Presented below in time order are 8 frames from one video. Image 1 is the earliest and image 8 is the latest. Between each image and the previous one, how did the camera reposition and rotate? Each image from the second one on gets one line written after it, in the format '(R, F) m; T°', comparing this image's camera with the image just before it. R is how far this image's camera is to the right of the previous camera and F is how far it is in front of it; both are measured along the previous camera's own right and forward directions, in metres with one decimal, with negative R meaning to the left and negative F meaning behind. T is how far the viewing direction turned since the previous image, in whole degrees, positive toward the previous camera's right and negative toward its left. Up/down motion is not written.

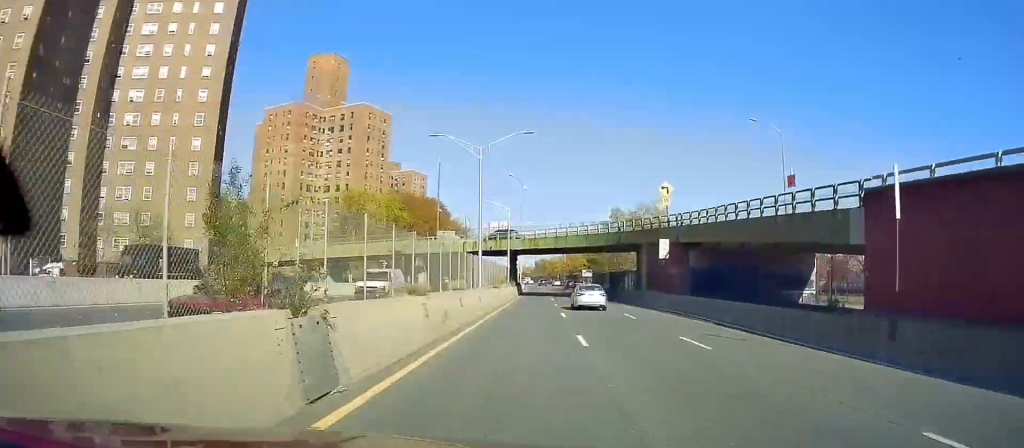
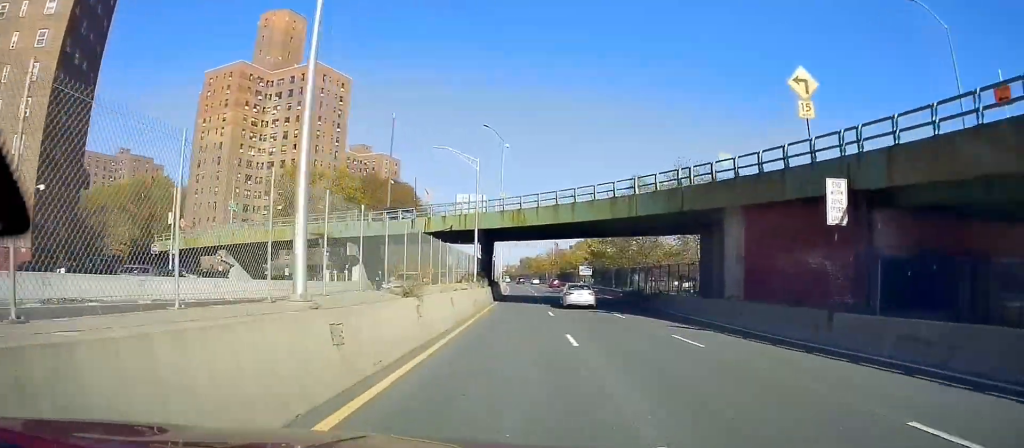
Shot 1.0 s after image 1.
(+0.4, +23.9) m; +2°
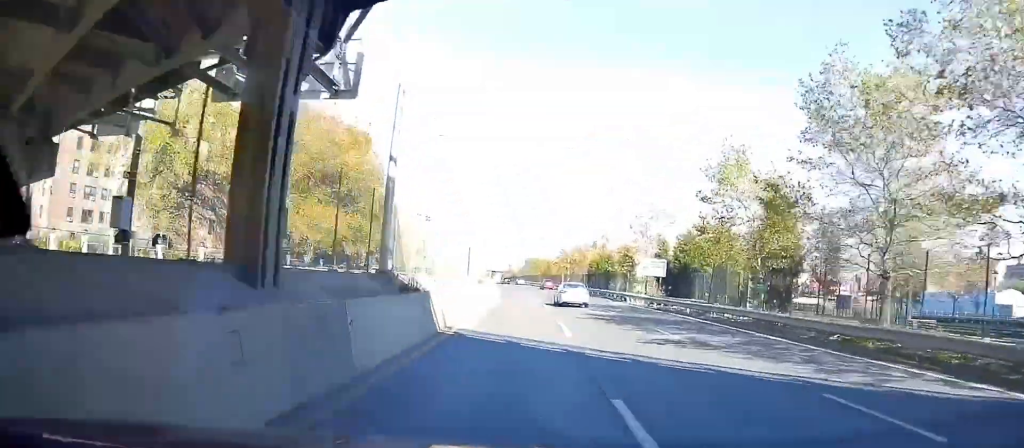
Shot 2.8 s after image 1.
(+1.1, +46.4) m; +1°
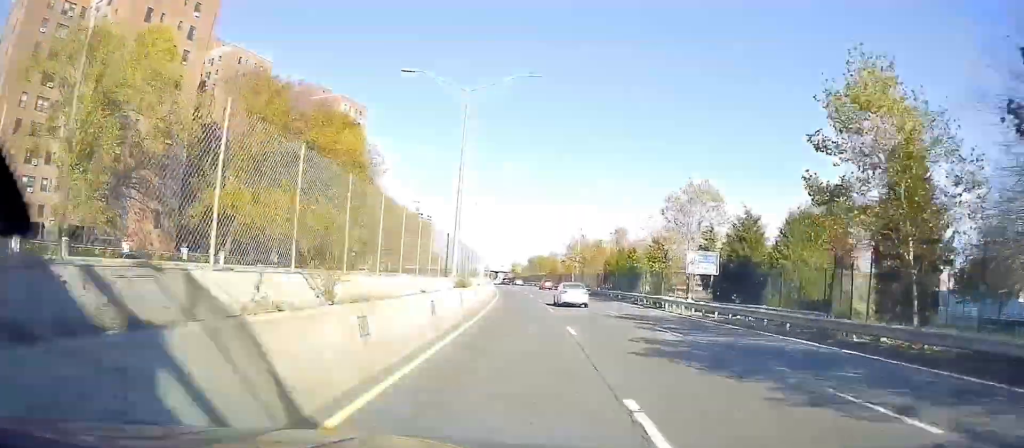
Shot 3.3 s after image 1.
(0.0, +11.9) m; -1°
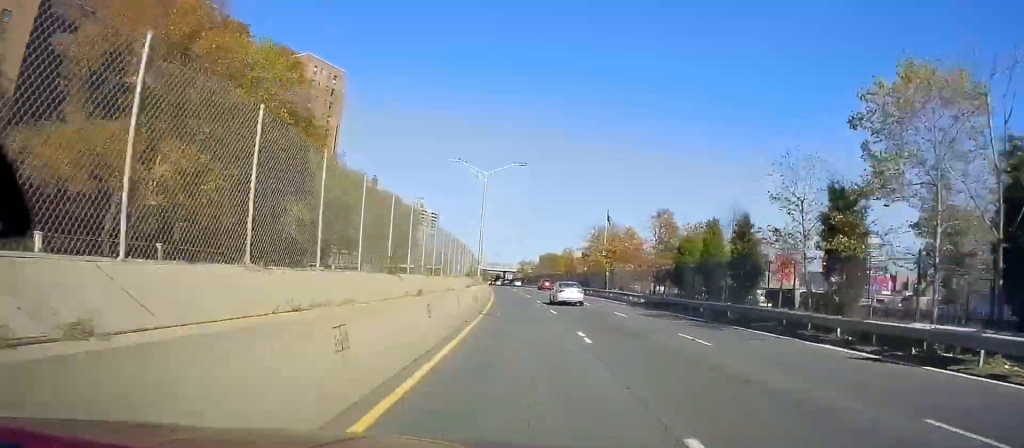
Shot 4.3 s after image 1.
(-0.4, +26.5) m; -1°
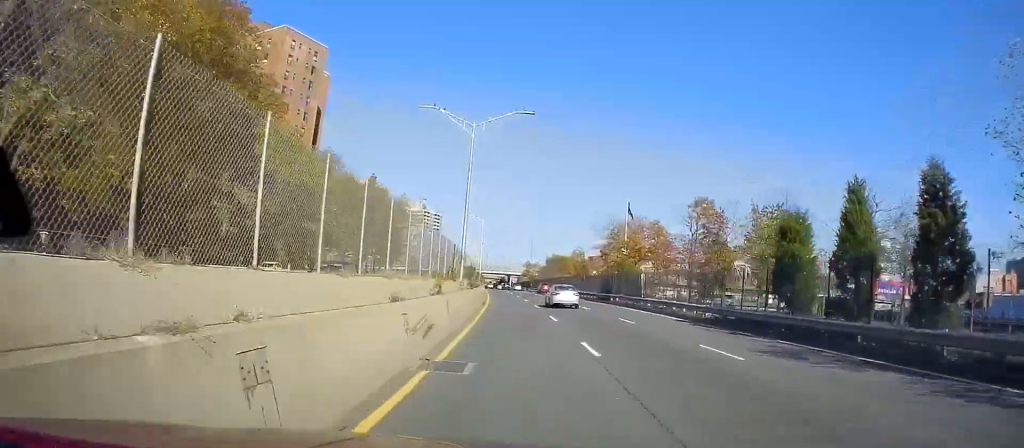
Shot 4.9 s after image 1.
(0.0, +14.5) m; -1°
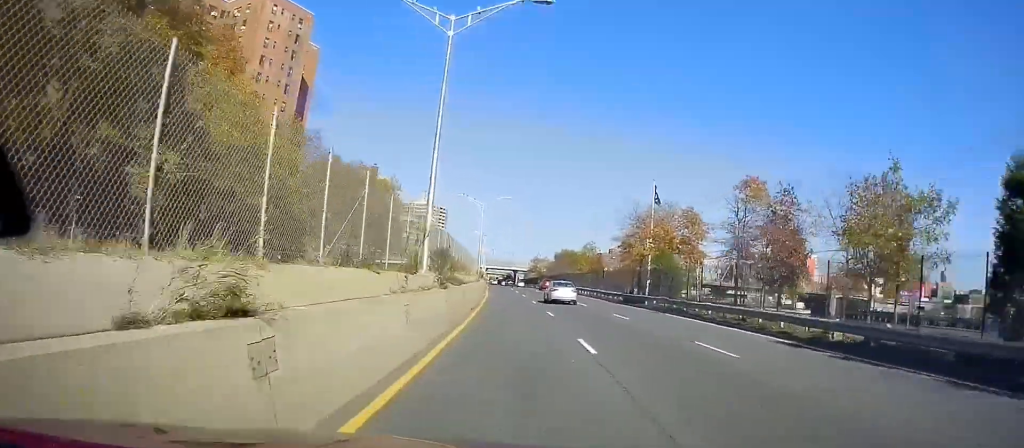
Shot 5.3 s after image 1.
(+0.1, +11.9) m; 0°
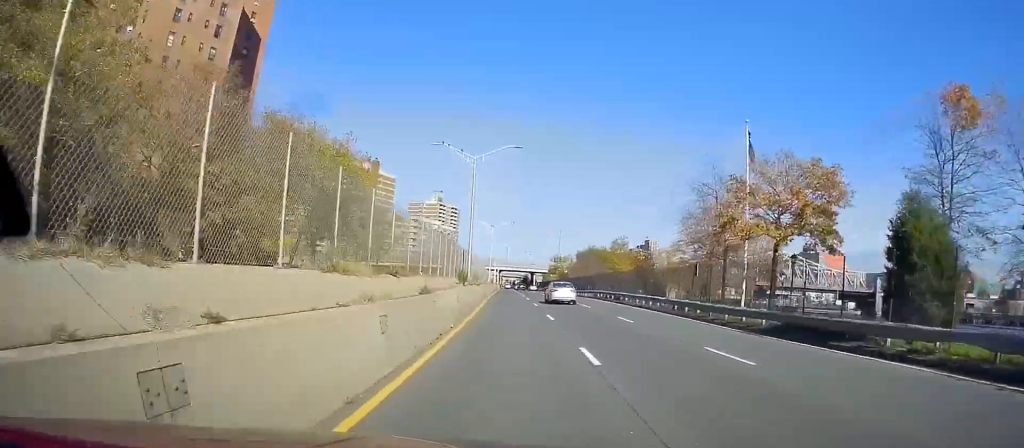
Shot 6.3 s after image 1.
(-0.4, +25.8) m; -1°
